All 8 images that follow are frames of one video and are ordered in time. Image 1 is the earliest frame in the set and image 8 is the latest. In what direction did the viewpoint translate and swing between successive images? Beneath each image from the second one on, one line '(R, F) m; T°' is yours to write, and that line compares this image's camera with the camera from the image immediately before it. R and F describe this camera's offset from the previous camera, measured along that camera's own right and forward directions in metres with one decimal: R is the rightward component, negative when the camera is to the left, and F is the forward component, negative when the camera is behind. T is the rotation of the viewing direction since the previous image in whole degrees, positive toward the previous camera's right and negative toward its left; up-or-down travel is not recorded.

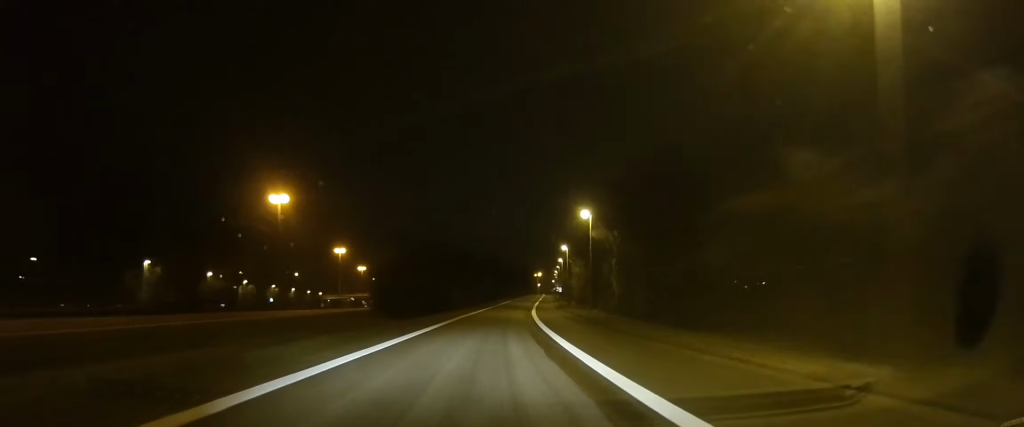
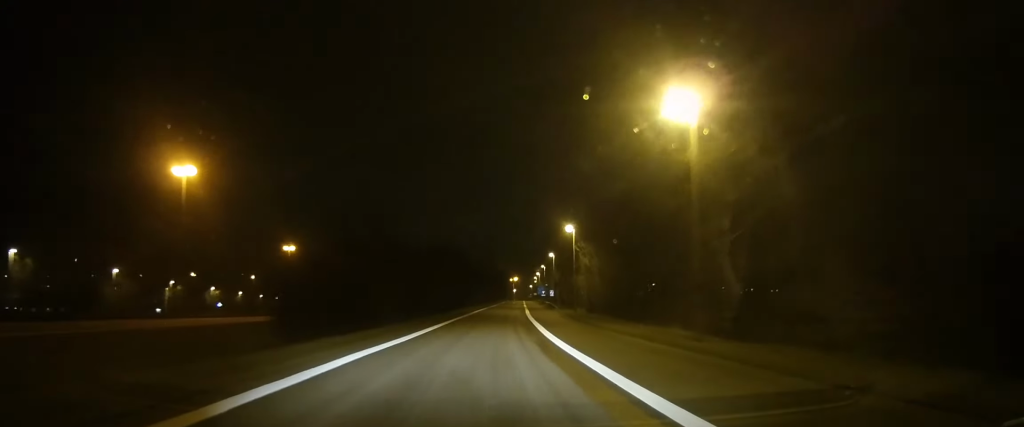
(0.0, +24.8) m; 0°
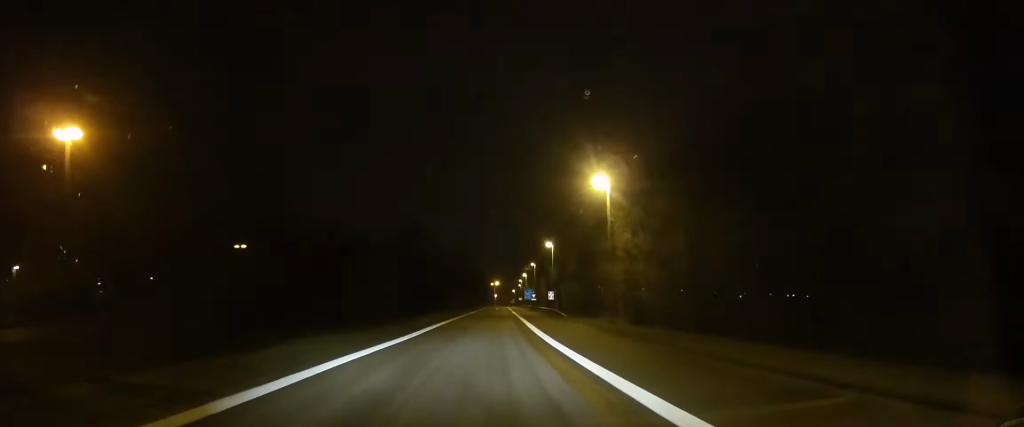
(0.0, +20.7) m; 0°
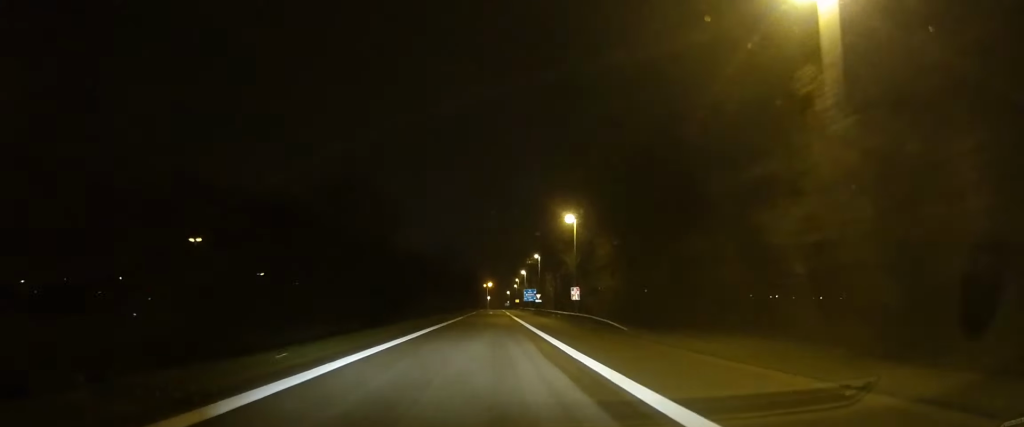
(+0.1, +20.0) m; +5°
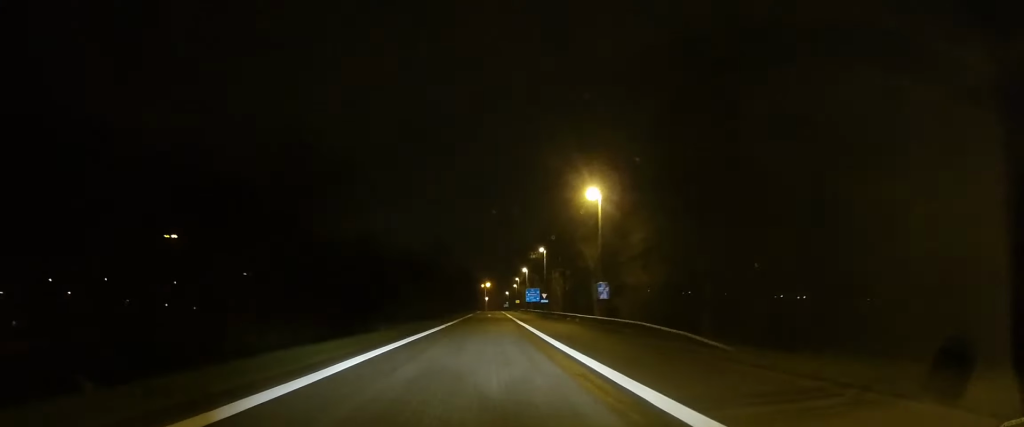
(+0.7, +9.7) m; 0°
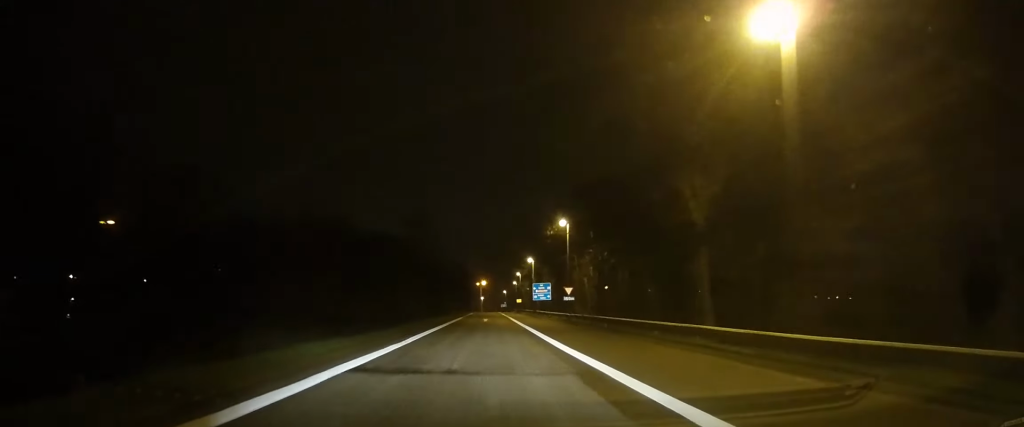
(+0.1, +21.2) m; 0°
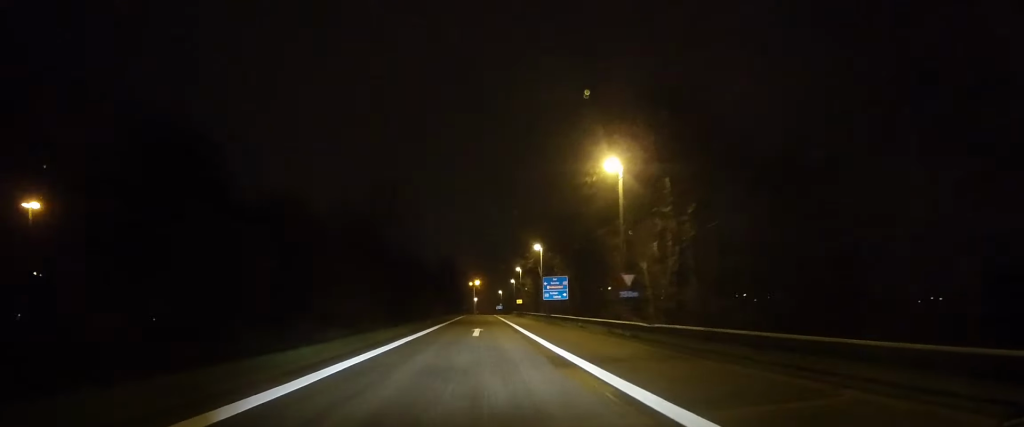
(+0.1, +18.8) m; 0°
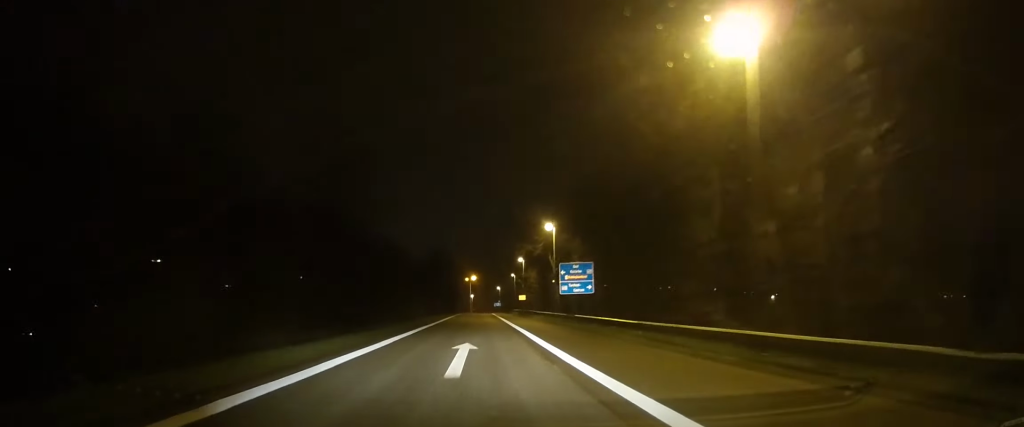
(+0.4, +12.9) m; -1°
